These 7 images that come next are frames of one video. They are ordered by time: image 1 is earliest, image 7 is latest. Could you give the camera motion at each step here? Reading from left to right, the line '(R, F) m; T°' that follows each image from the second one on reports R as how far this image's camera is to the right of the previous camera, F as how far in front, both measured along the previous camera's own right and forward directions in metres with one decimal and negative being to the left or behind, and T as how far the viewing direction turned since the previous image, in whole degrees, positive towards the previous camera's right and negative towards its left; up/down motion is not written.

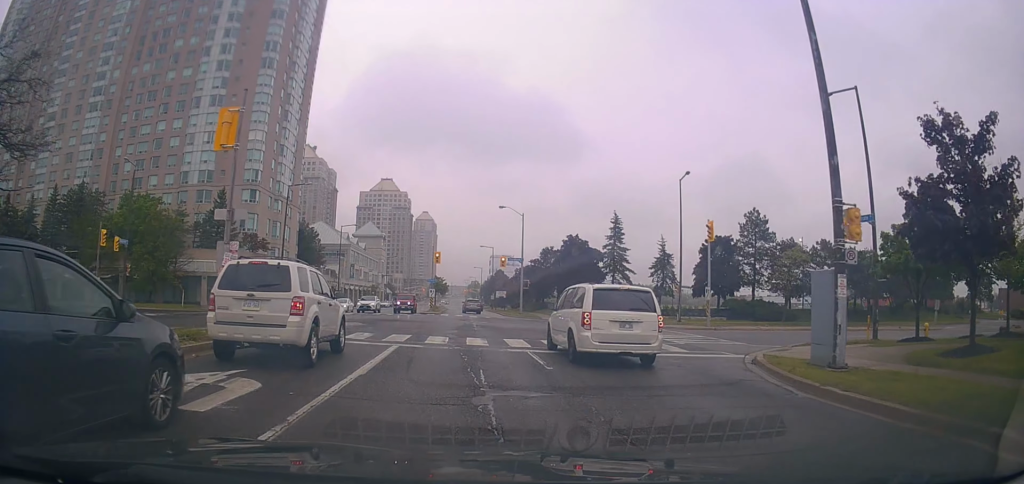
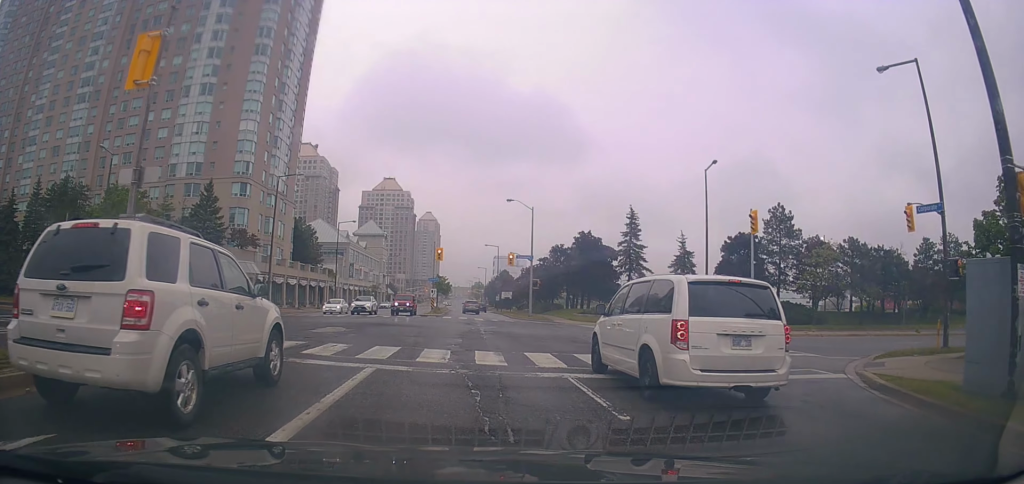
(-0.2, +4.9) m; -1°
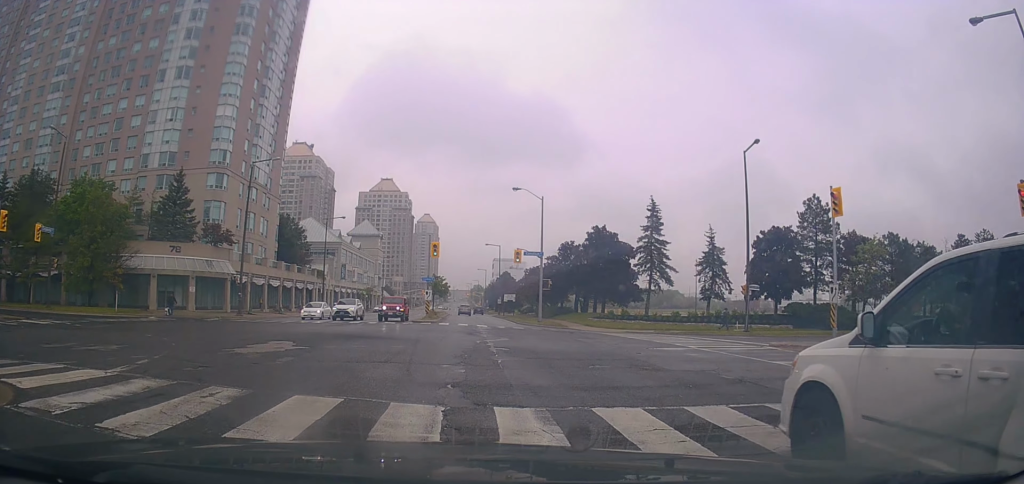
(+0.2, +8.1) m; -1°
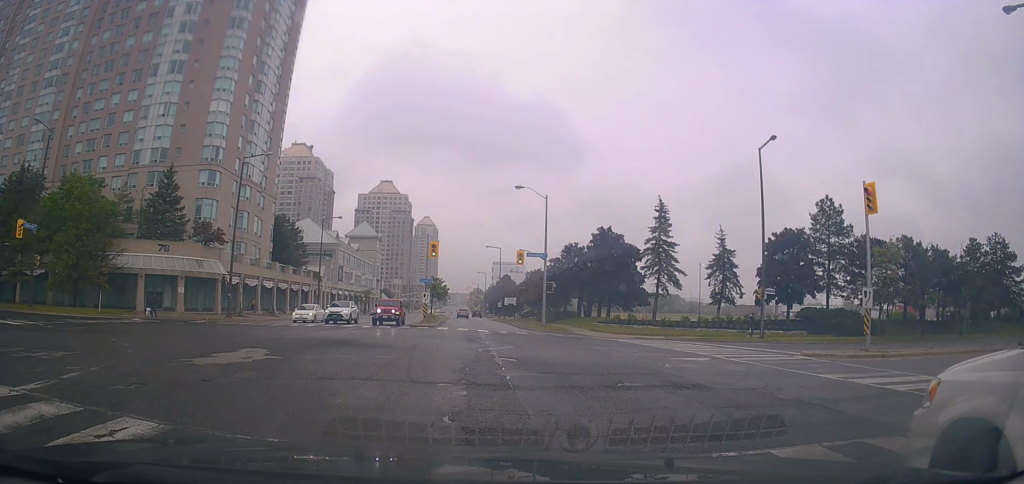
(-0.1, +2.4) m; +5°
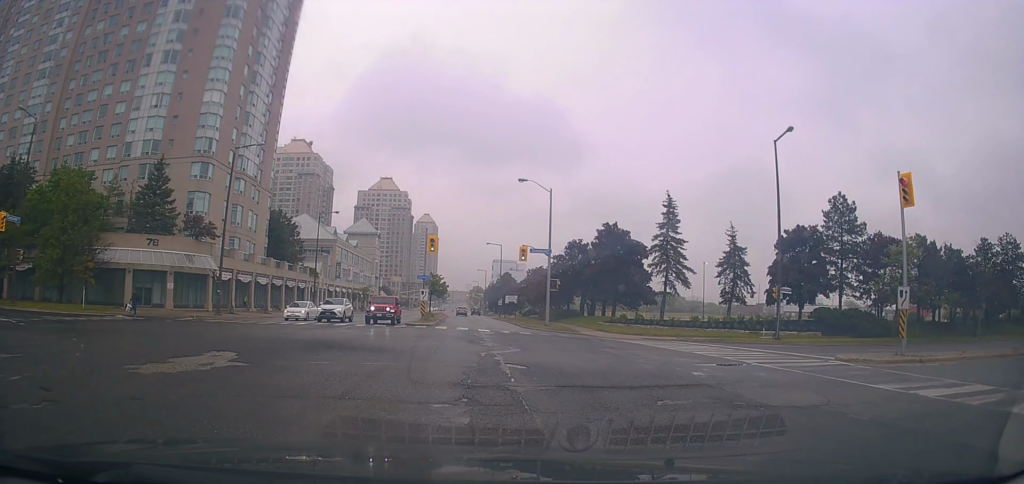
(+0.1, +2.0) m; +2°
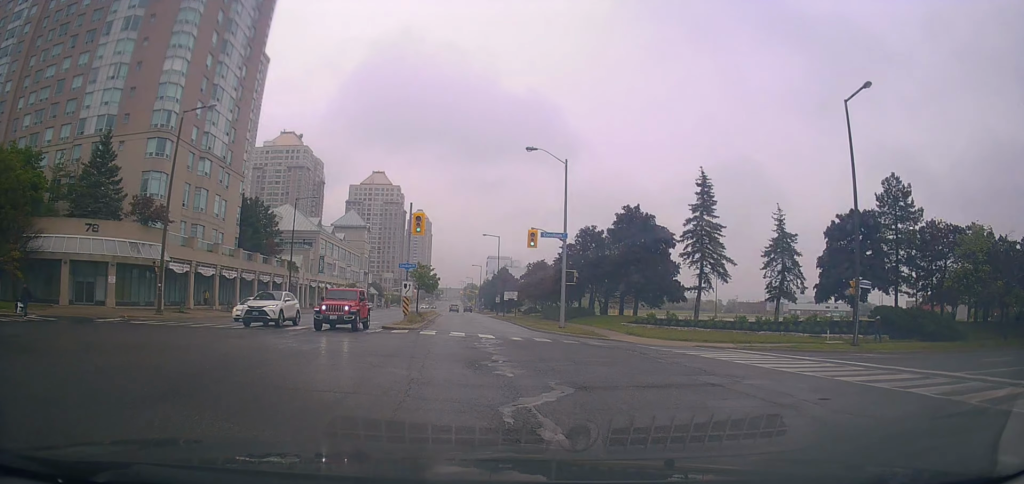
(0.0, +7.5) m; -3°
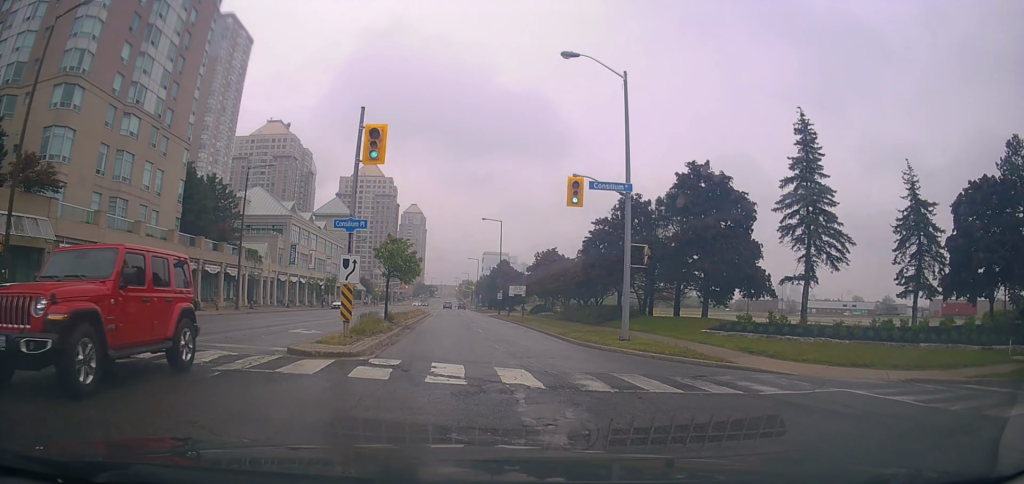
(-1.1, +13.5) m; -5°
